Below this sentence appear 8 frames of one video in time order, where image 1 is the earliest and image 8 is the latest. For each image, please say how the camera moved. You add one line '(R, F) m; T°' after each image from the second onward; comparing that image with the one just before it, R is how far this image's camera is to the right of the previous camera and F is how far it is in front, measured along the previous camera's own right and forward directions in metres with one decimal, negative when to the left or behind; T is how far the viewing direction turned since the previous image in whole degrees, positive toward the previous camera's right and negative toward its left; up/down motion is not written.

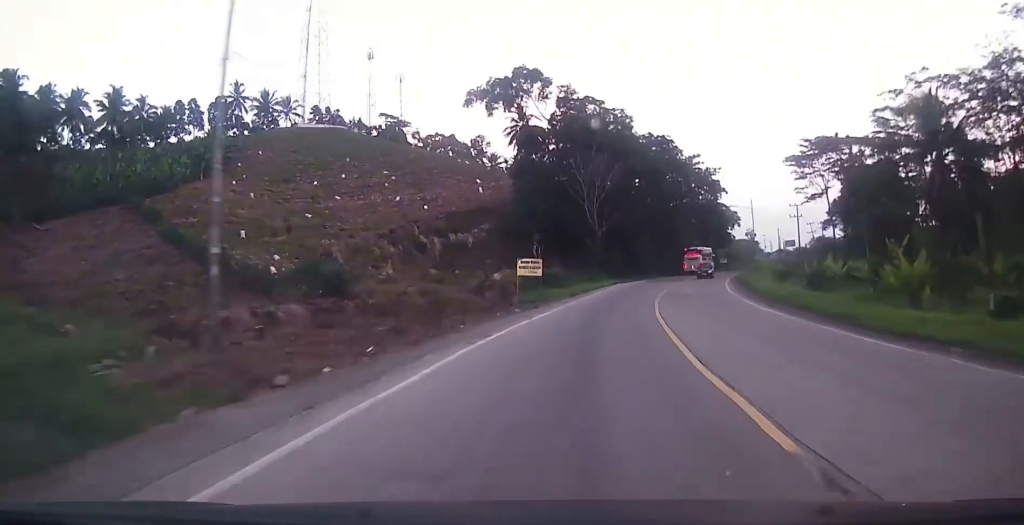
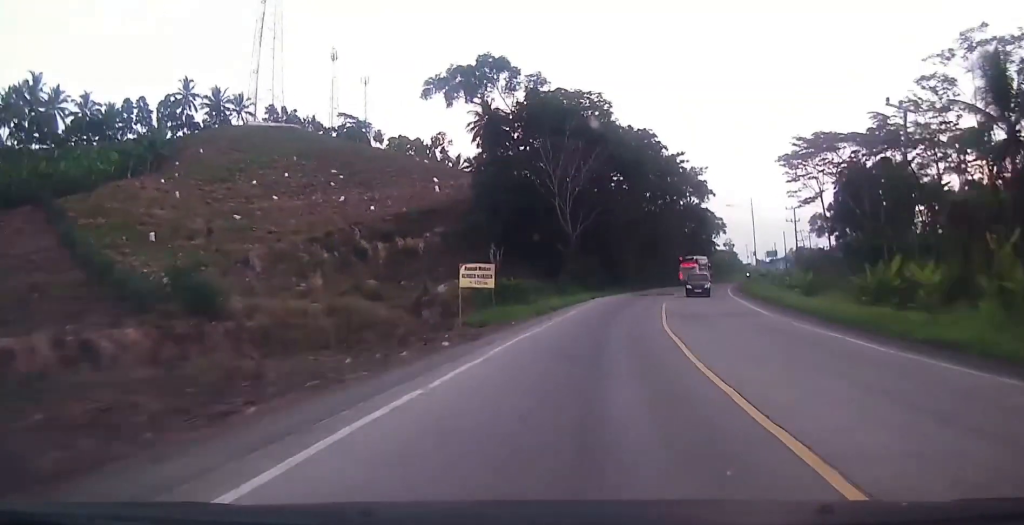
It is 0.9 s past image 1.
(+0.3, +11.6) m; +3°
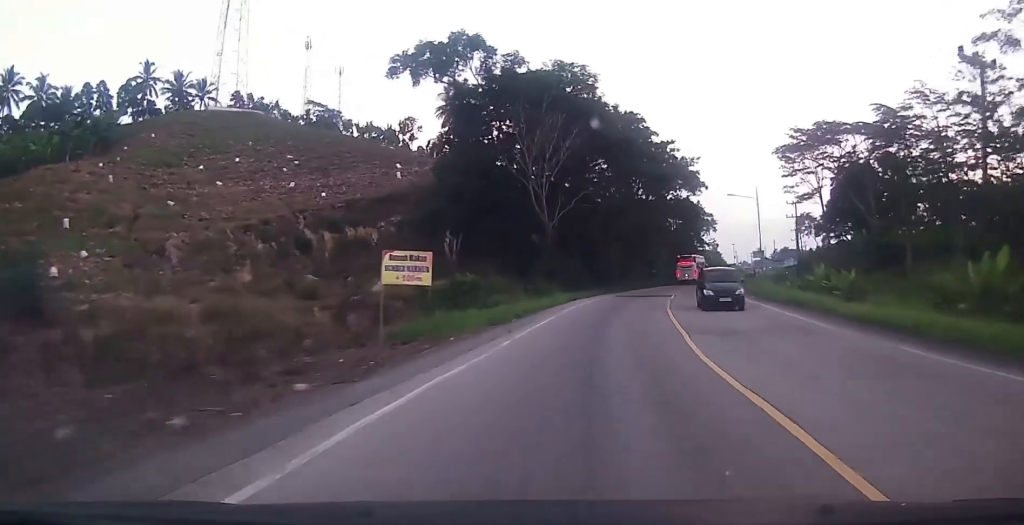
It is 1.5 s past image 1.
(+0.3, +9.0) m; +2°
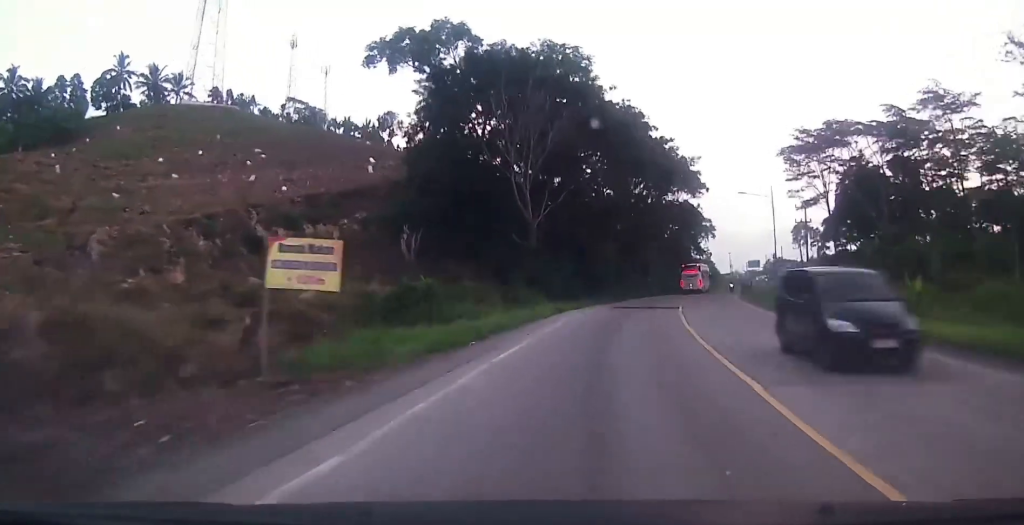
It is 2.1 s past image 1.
(0.0, +7.2) m; 0°
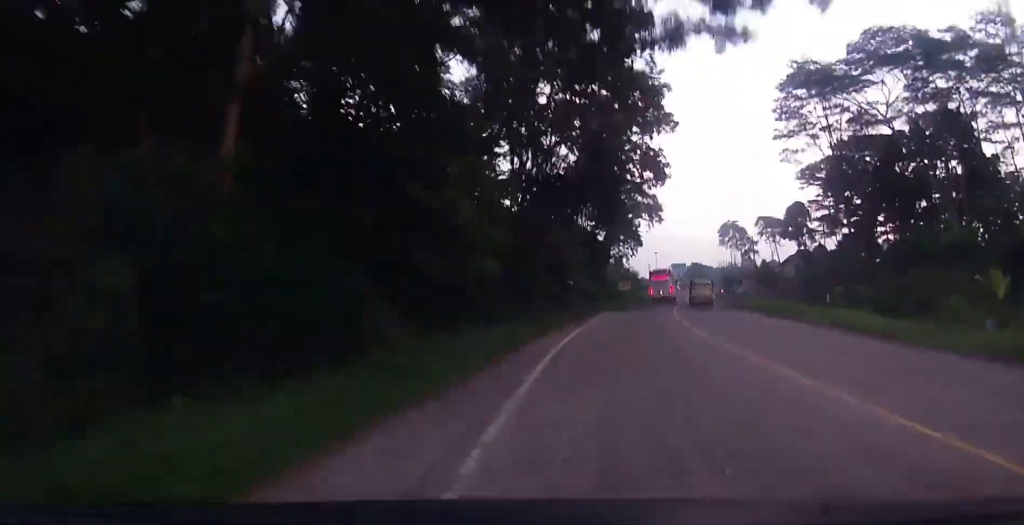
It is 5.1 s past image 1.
(+2.6, +39.1) m; +8°
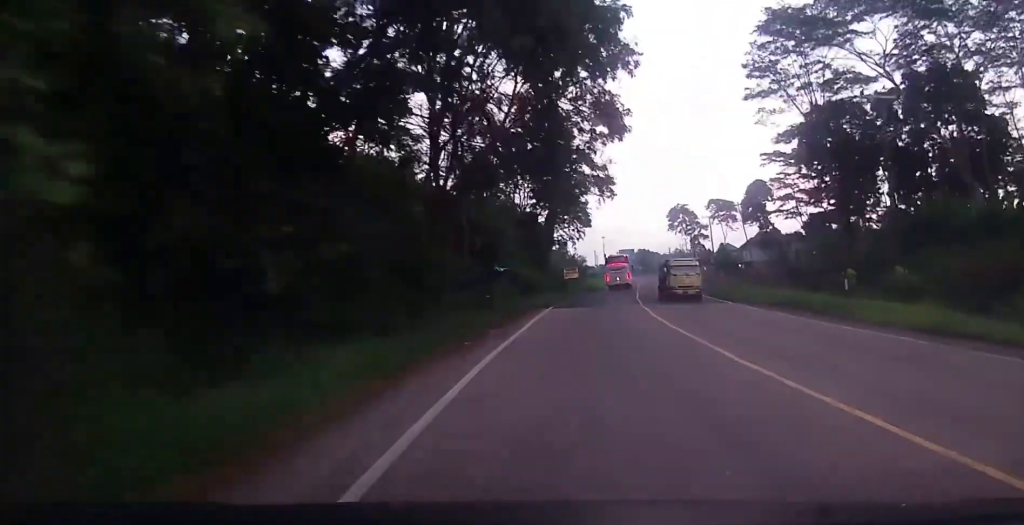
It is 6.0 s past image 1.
(+0.1, +11.1) m; +2°
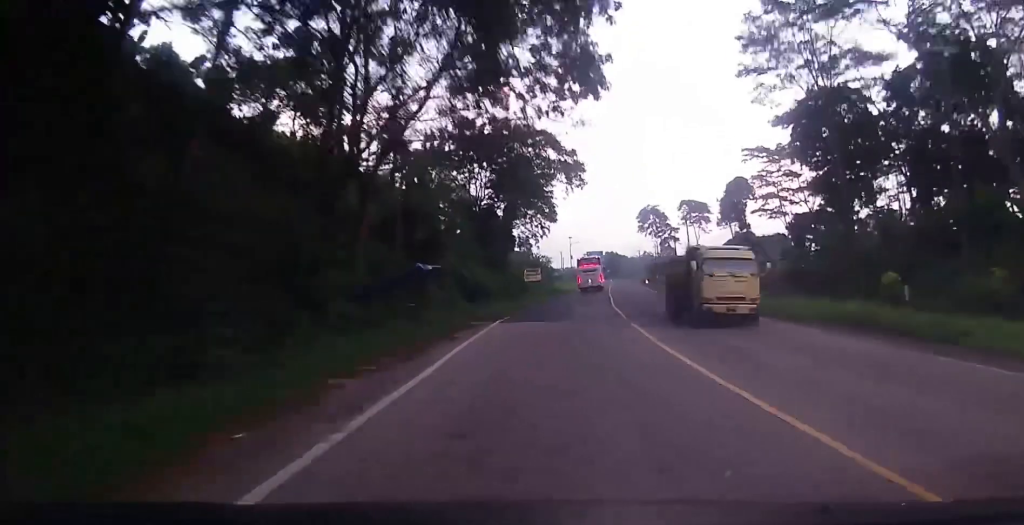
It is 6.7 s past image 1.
(+0.1, +9.0) m; +3°
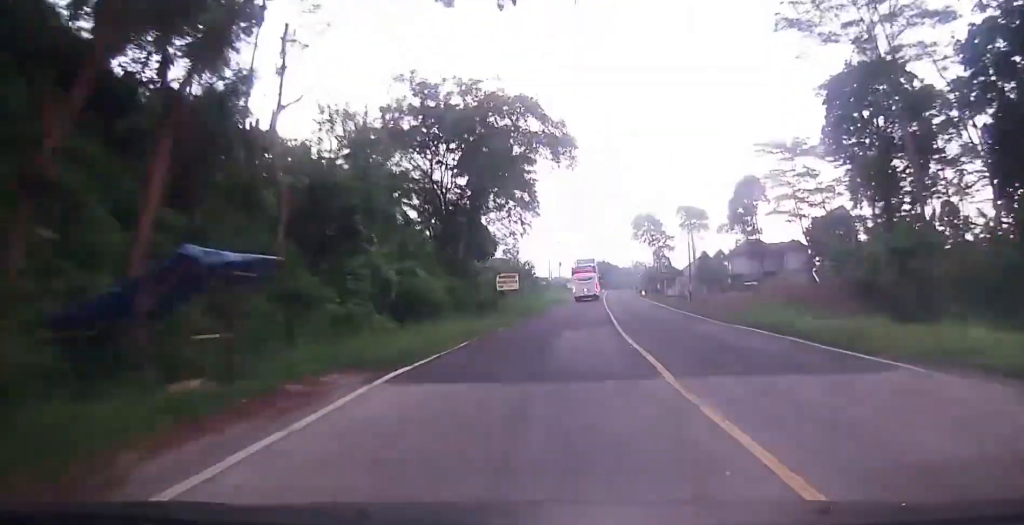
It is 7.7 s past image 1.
(+0.5, +12.2) m; +4°
